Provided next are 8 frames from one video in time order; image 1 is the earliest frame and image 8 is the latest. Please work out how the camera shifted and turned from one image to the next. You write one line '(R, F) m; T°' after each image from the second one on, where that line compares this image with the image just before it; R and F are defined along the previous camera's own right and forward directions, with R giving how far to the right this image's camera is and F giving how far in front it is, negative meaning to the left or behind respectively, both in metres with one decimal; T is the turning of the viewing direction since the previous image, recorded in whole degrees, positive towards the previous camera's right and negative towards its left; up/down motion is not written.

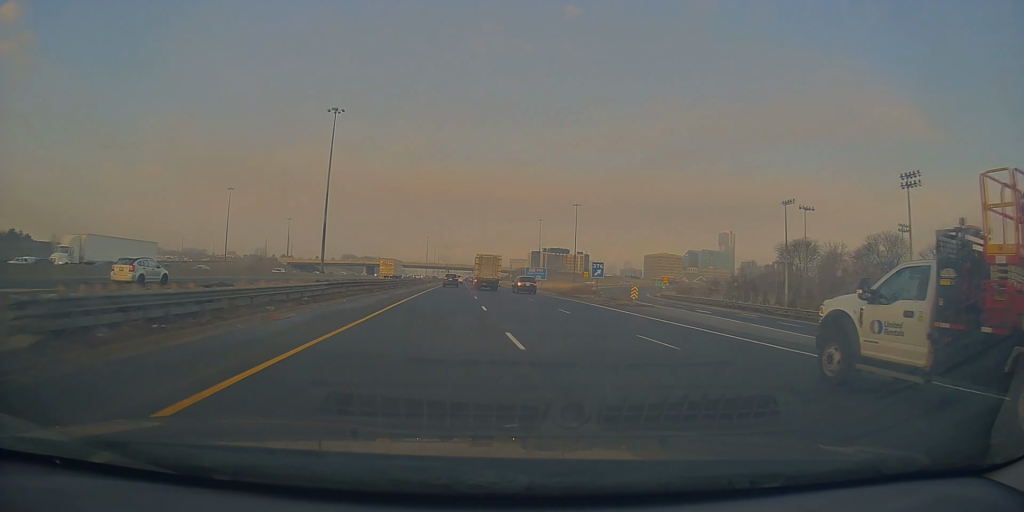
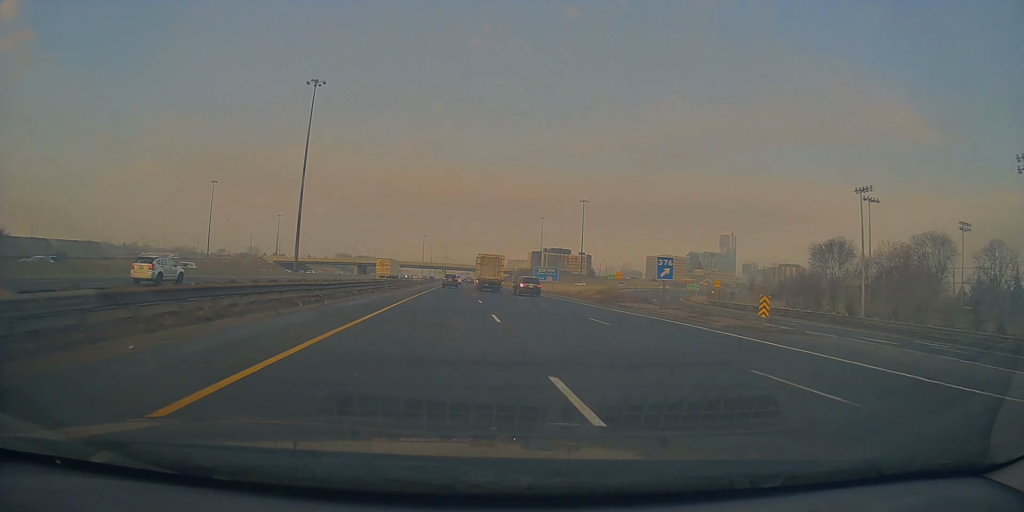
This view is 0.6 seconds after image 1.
(-0.2, +18.2) m; 0°
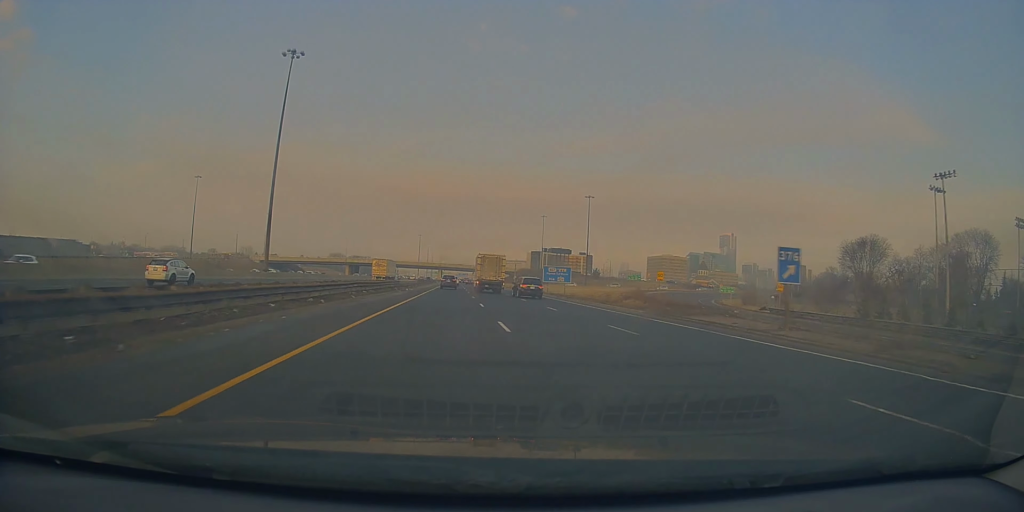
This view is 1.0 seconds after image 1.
(-0.3, +14.9) m; 0°
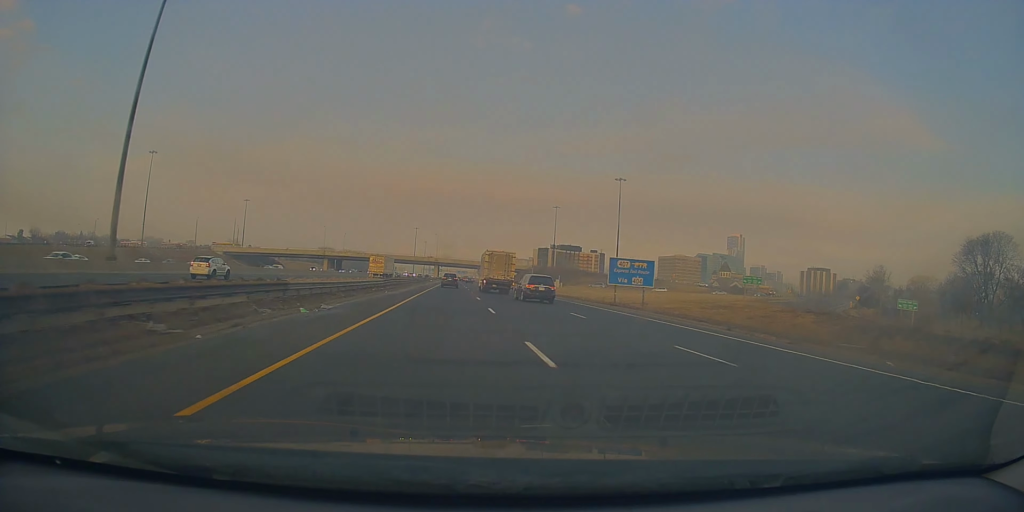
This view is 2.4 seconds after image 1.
(+0.7, +41.7) m; +1°
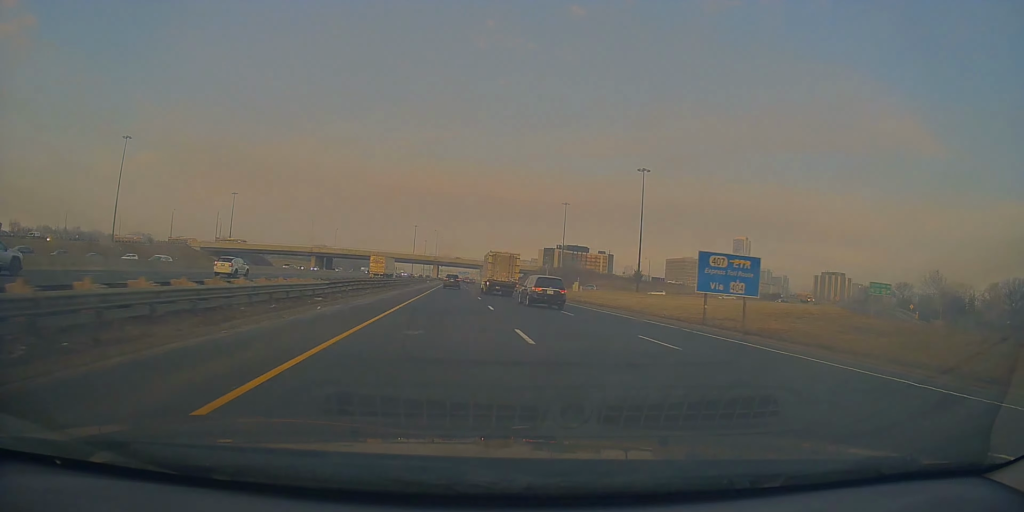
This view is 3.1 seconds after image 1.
(0.0, +21.4) m; 0°
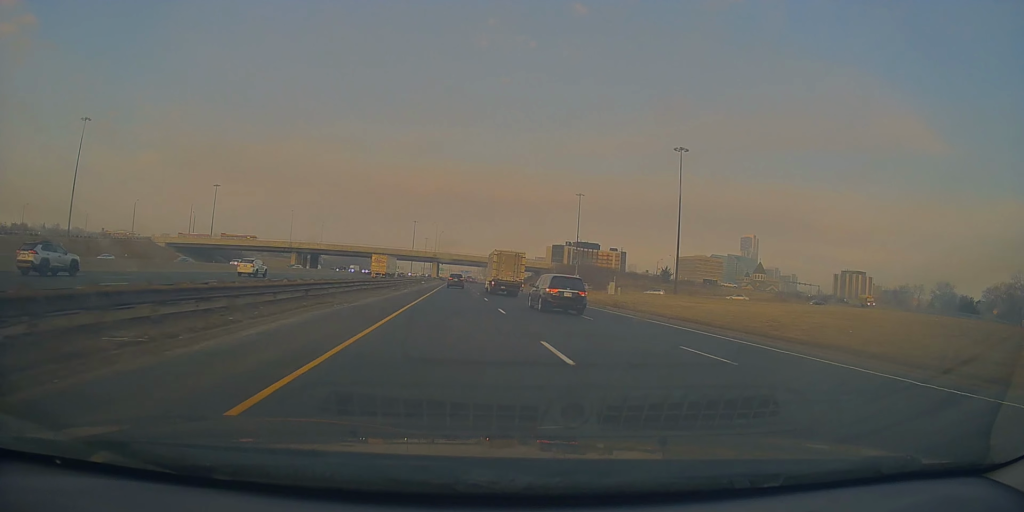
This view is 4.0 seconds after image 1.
(0.0, +26.8) m; 0°
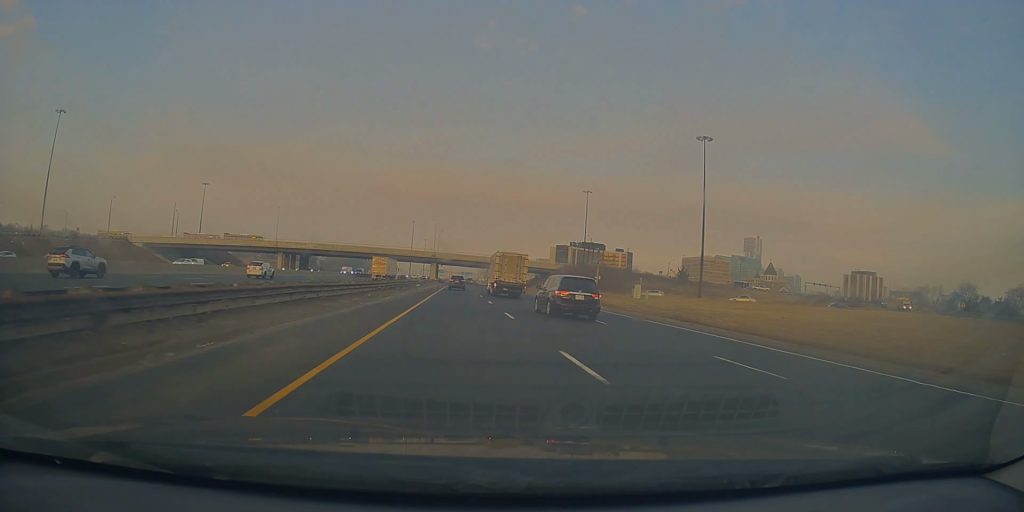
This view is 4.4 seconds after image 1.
(0.0, +13.8) m; 0°
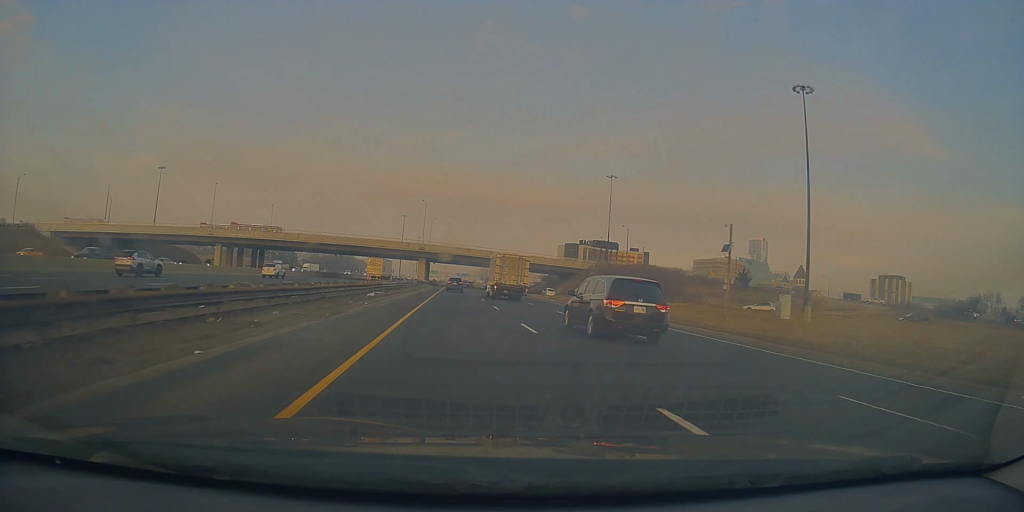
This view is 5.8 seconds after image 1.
(0.0, +40.3) m; 0°
